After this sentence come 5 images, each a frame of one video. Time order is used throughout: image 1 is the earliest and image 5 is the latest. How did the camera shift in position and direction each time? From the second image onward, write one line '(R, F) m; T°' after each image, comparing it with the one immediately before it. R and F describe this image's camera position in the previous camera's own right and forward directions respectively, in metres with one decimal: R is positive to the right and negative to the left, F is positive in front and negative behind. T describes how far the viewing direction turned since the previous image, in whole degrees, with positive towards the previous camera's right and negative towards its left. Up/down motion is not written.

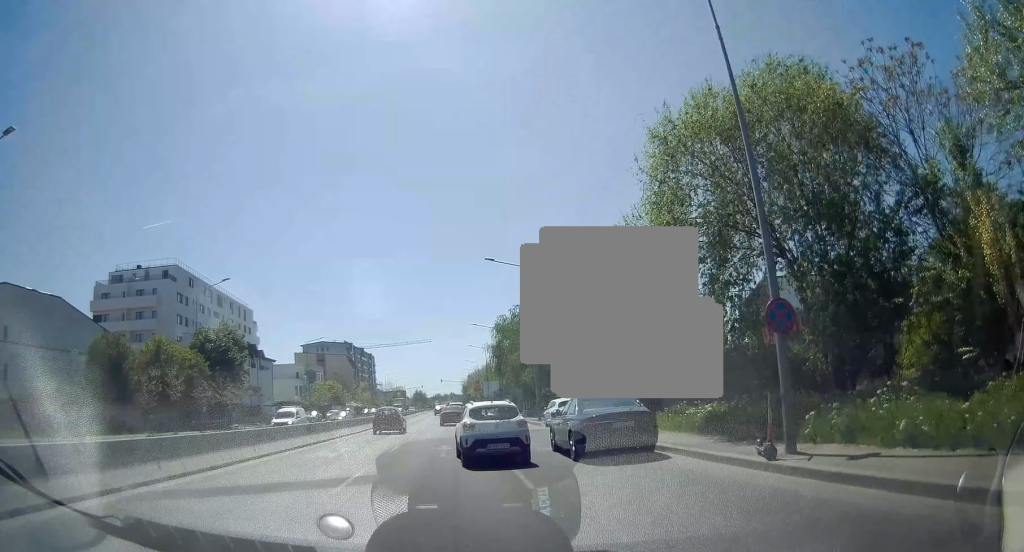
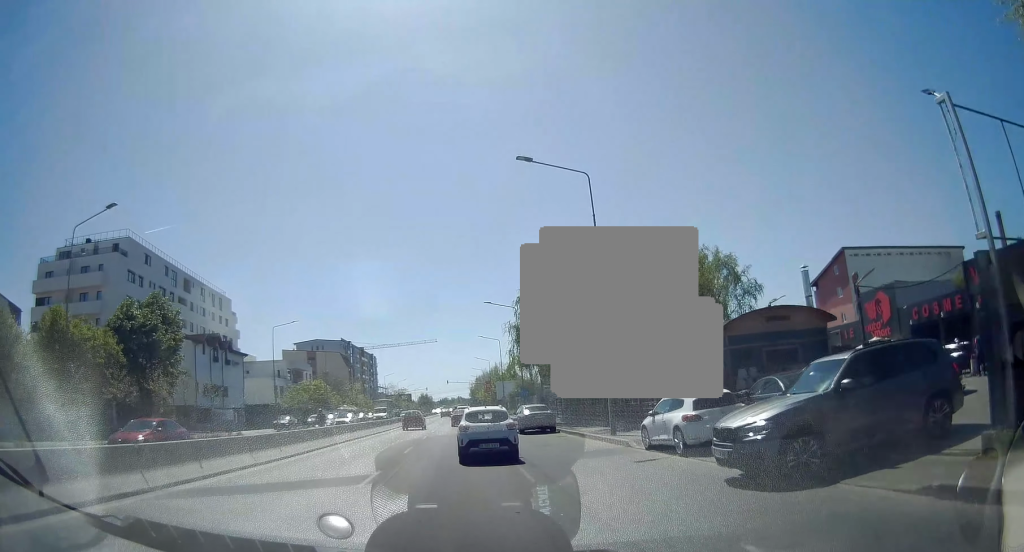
(-0.5, +15.9) m; -1°
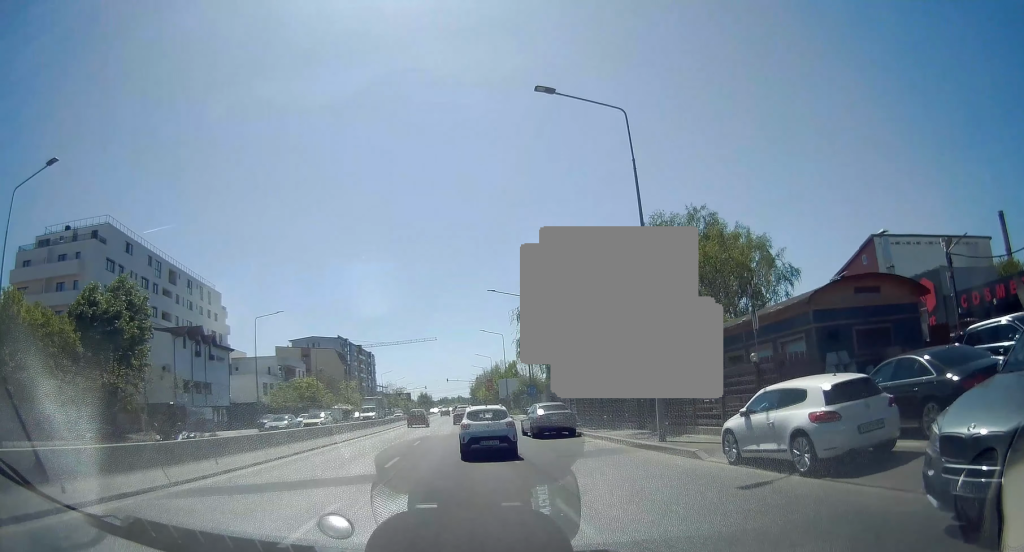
(+0.2, +4.9) m; +1°
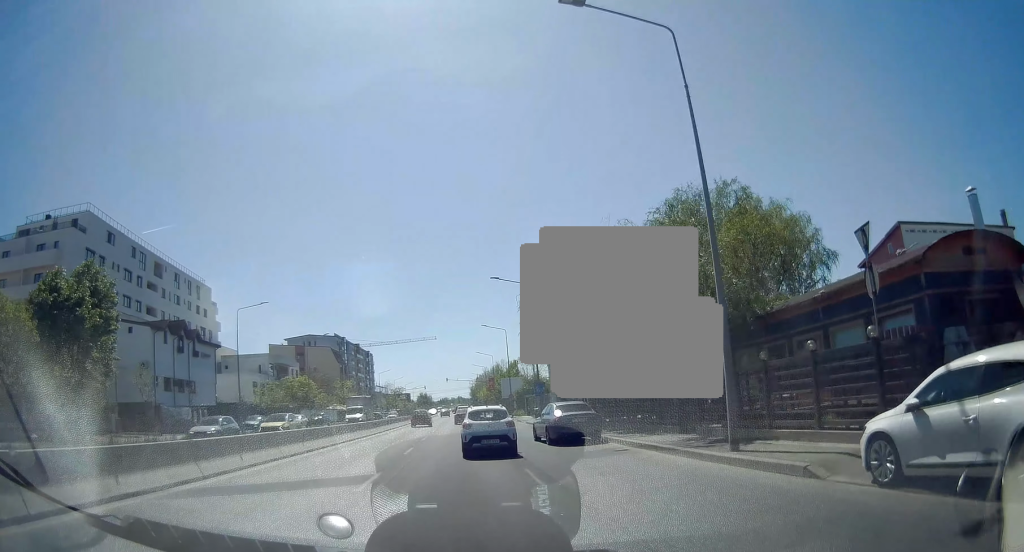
(0.0, +4.3) m; 0°
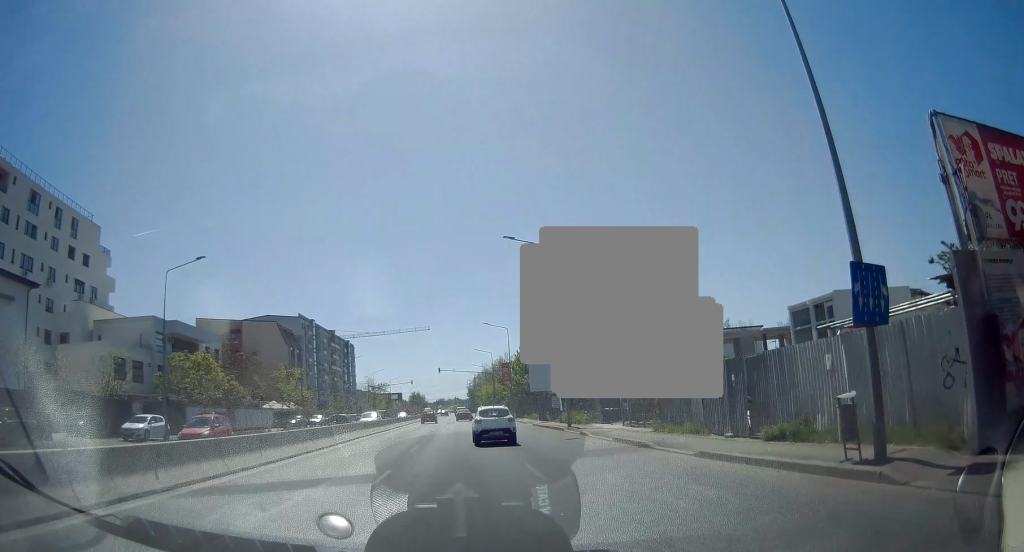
(+0.4, +33.6) m; +1°
